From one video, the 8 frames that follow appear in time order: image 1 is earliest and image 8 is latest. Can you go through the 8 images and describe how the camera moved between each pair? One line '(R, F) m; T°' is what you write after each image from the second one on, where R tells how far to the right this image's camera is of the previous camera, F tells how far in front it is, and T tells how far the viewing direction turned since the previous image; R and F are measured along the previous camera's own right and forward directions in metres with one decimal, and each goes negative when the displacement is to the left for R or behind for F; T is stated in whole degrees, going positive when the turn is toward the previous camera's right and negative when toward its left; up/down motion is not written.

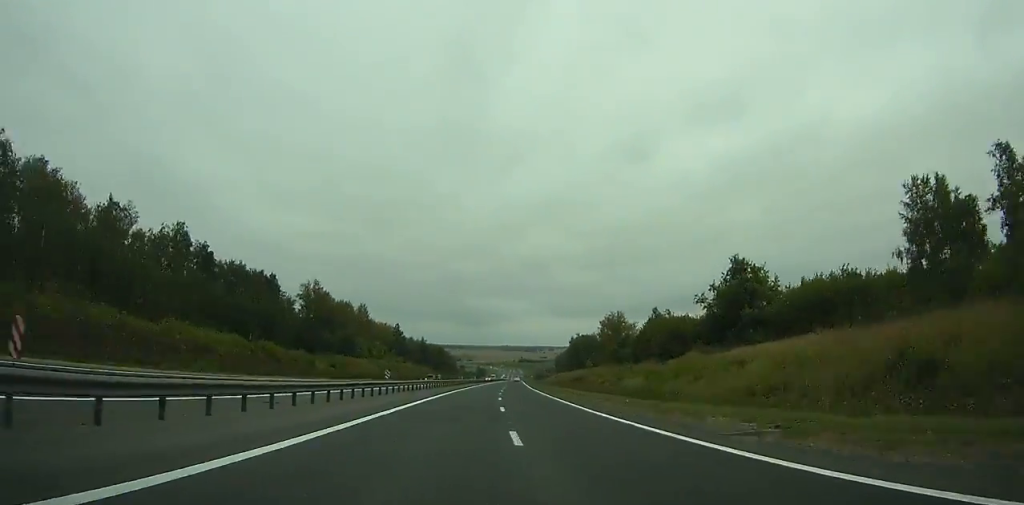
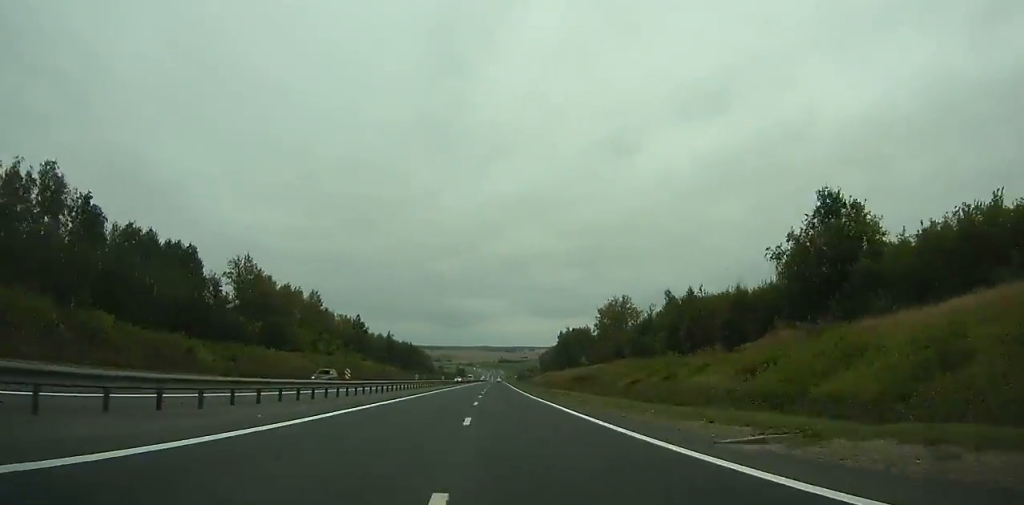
(+0.3, +31.7) m; +1°
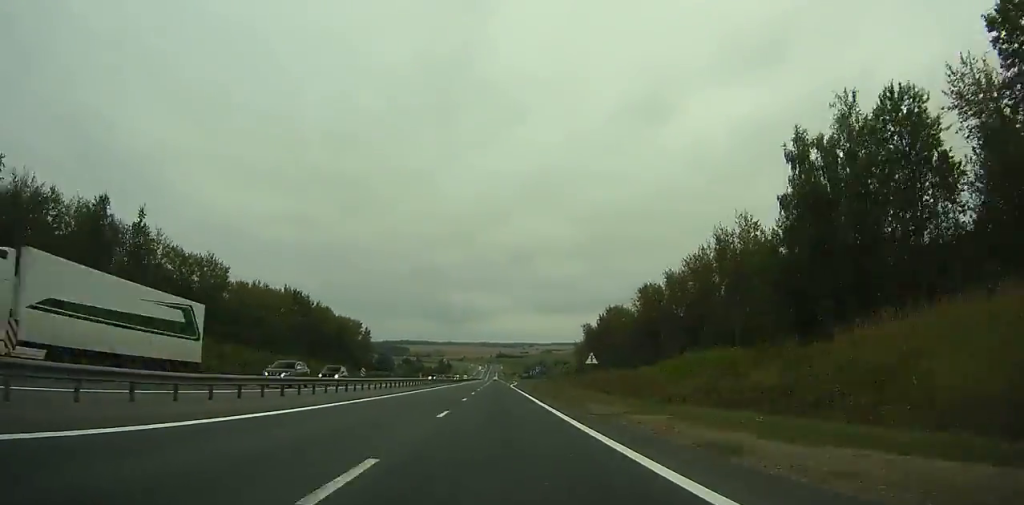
(+7.3, +201.4) m; +2°
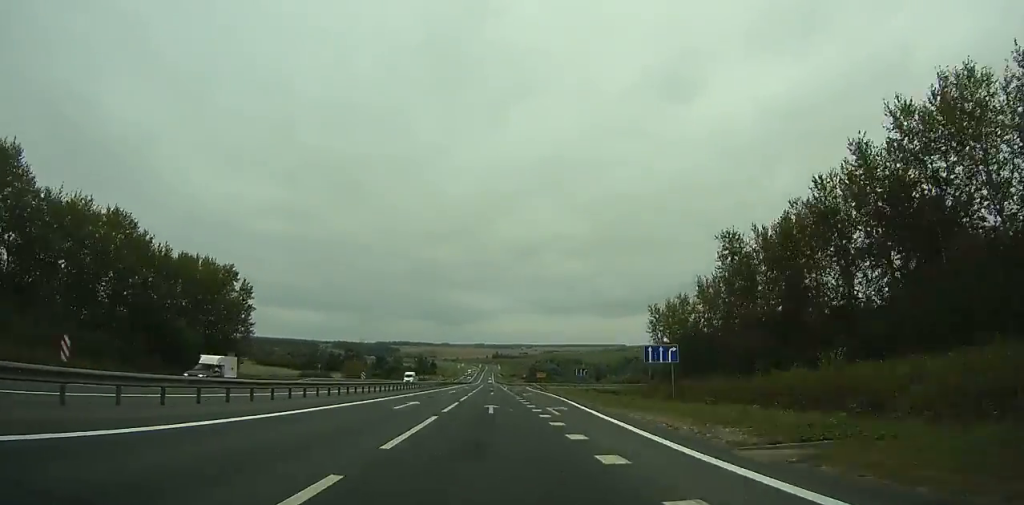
(-0.3, +116.8) m; 0°
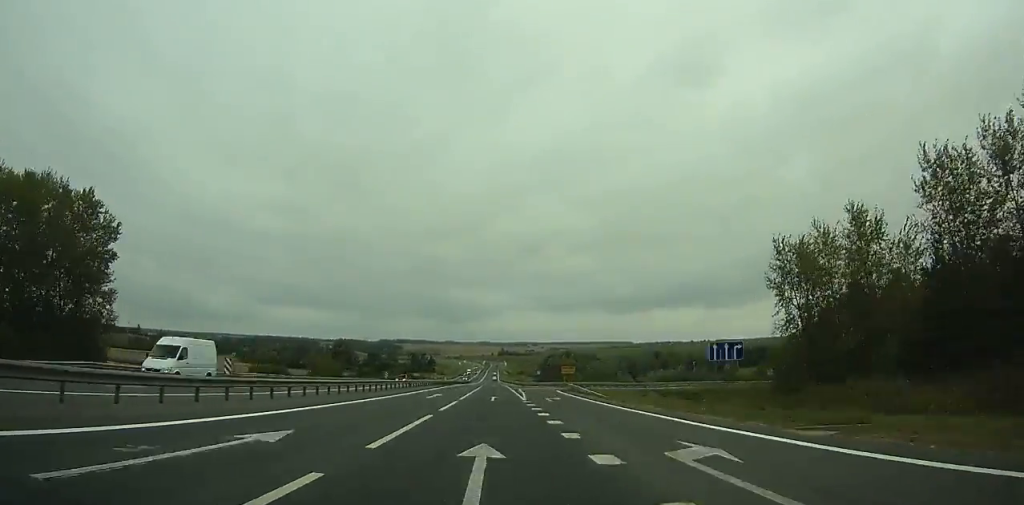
(0.0, +49.6) m; 0°
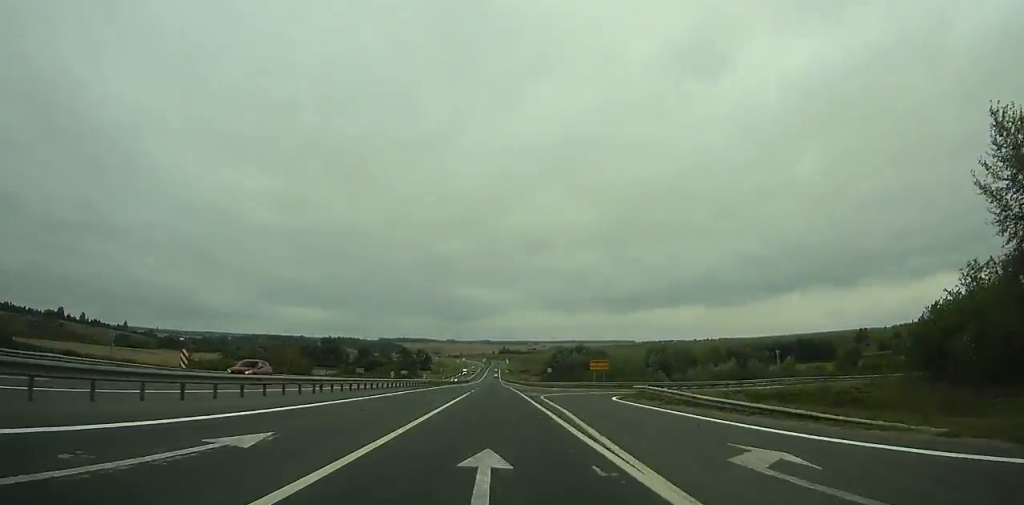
(-0.1, +32.3) m; 0°
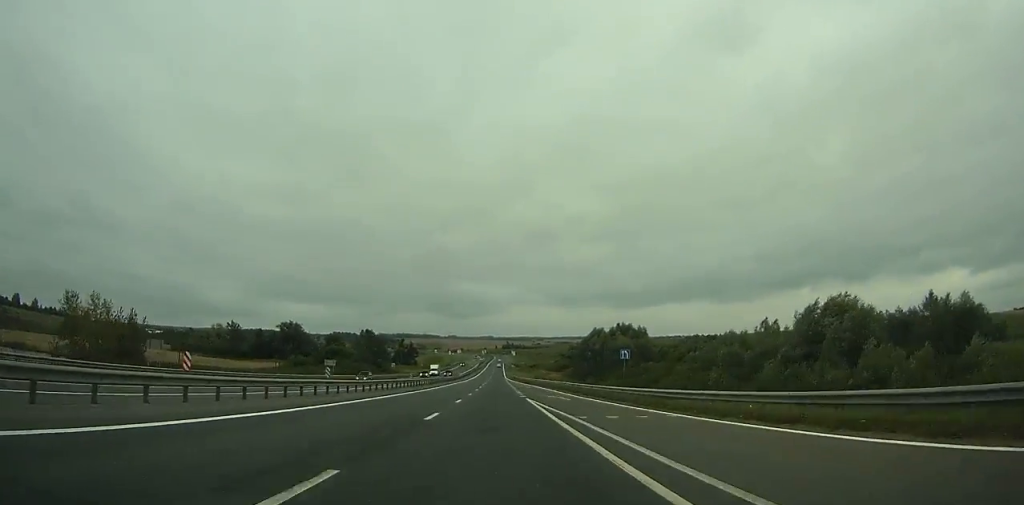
(-0.2, +79.5) m; 0°
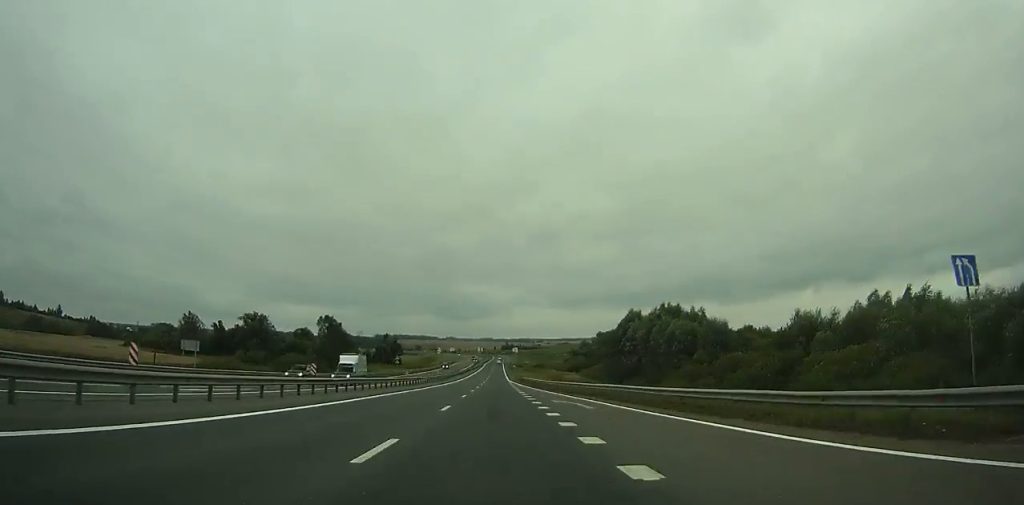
(-0.1, +44.3) m; 0°
